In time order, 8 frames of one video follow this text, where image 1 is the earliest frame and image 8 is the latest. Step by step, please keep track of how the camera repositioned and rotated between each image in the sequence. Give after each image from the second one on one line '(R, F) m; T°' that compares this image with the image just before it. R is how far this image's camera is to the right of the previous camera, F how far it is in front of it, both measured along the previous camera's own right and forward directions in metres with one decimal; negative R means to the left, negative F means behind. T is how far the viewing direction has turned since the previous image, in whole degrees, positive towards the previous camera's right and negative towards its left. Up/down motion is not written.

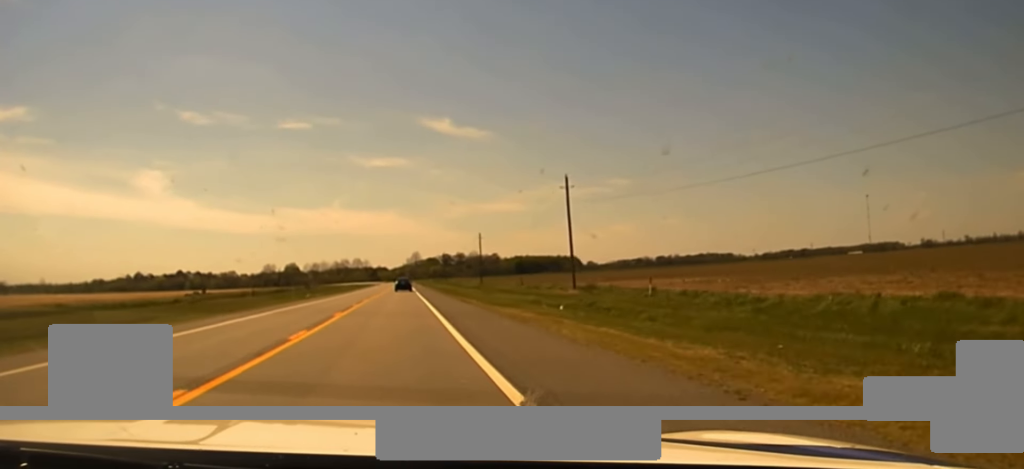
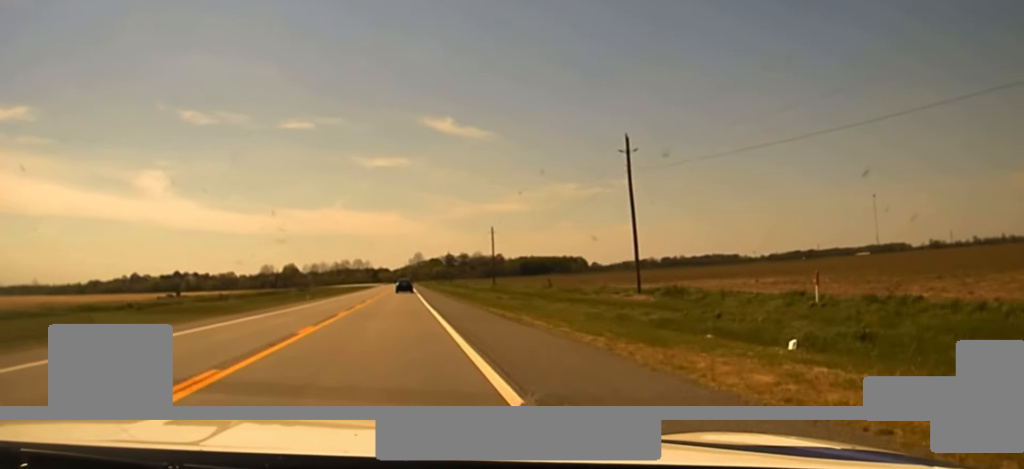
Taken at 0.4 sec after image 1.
(-0.2, +22.4) m; 0°
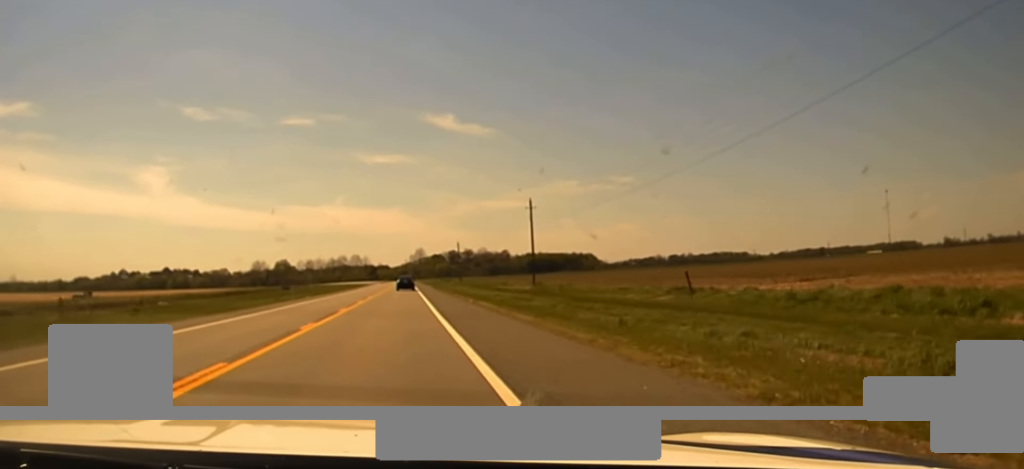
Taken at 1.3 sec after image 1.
(-0.1, +48.1) m; 0°
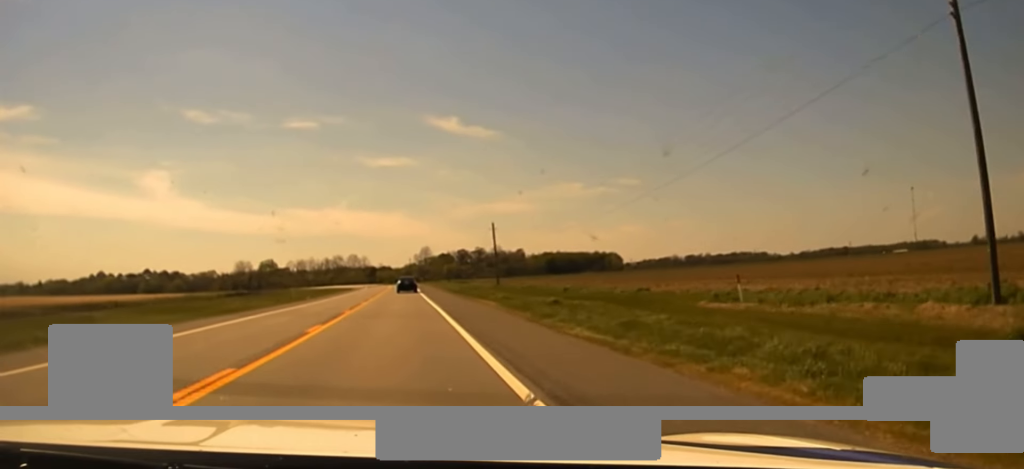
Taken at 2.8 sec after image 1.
(-0.2, +88.1) m; 0°
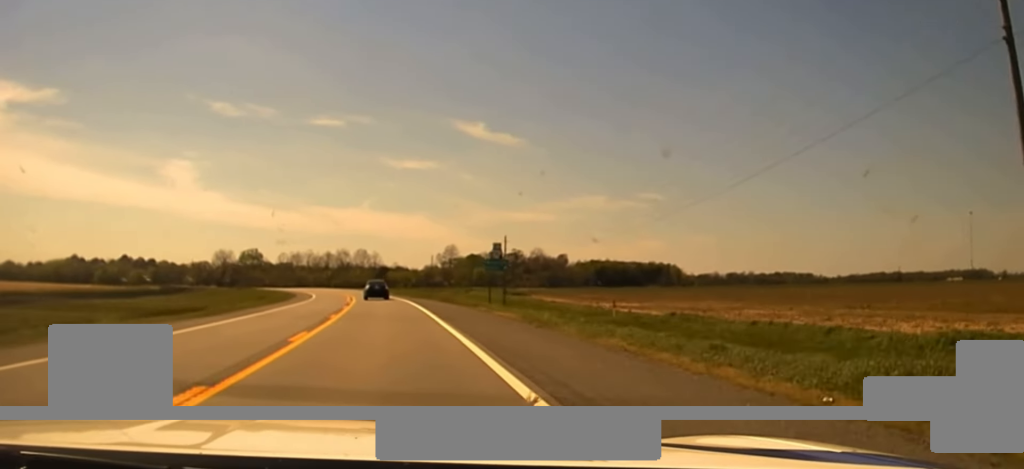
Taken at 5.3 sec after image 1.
(-0.5, +134.1) m; -1°
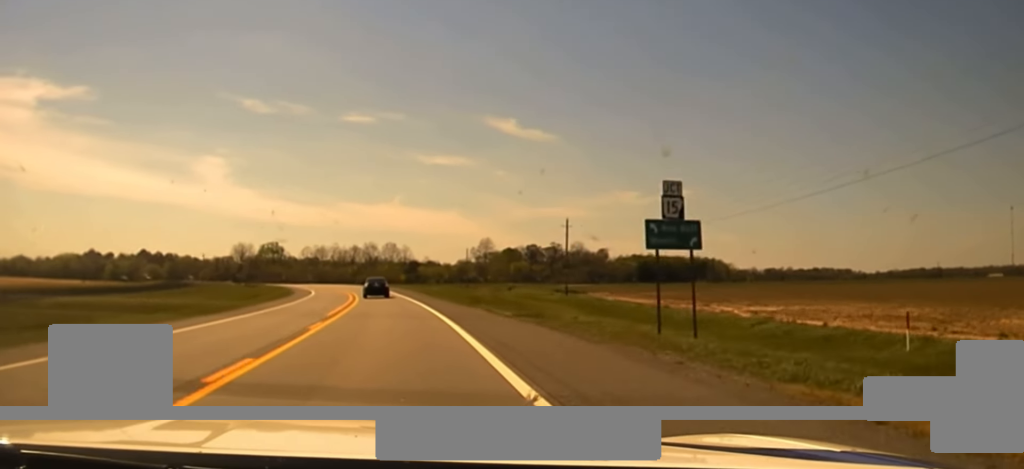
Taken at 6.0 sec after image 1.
(-0.1, +36.3) m; -1°
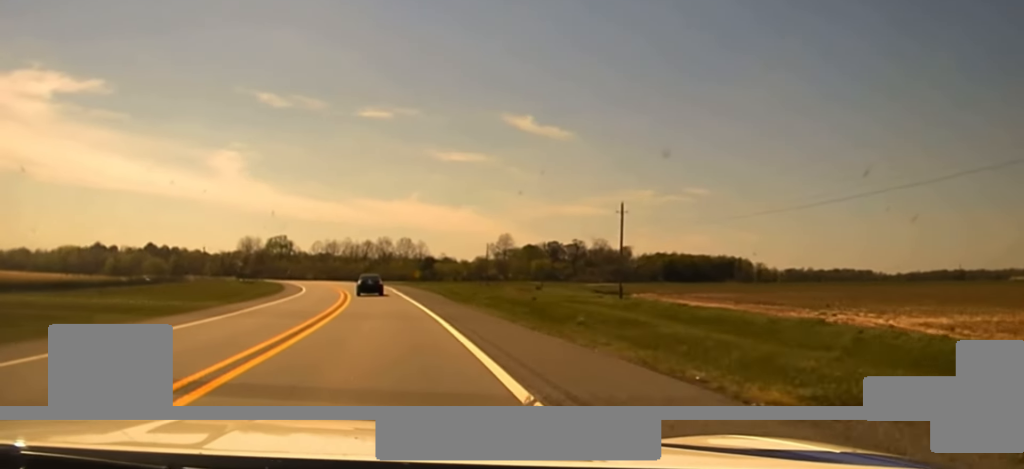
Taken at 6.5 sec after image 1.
(-0.1, +21.0) m; -1°
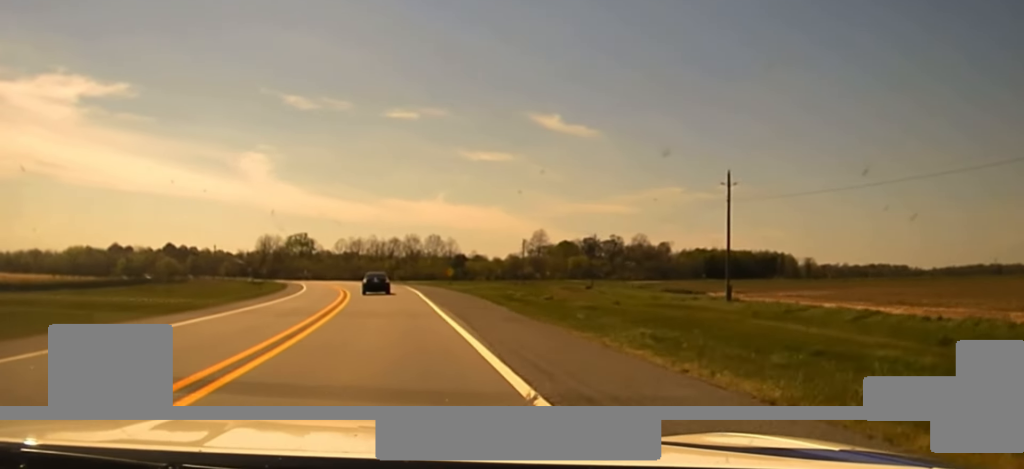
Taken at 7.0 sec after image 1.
(0.0, +23.4) m; -1°
